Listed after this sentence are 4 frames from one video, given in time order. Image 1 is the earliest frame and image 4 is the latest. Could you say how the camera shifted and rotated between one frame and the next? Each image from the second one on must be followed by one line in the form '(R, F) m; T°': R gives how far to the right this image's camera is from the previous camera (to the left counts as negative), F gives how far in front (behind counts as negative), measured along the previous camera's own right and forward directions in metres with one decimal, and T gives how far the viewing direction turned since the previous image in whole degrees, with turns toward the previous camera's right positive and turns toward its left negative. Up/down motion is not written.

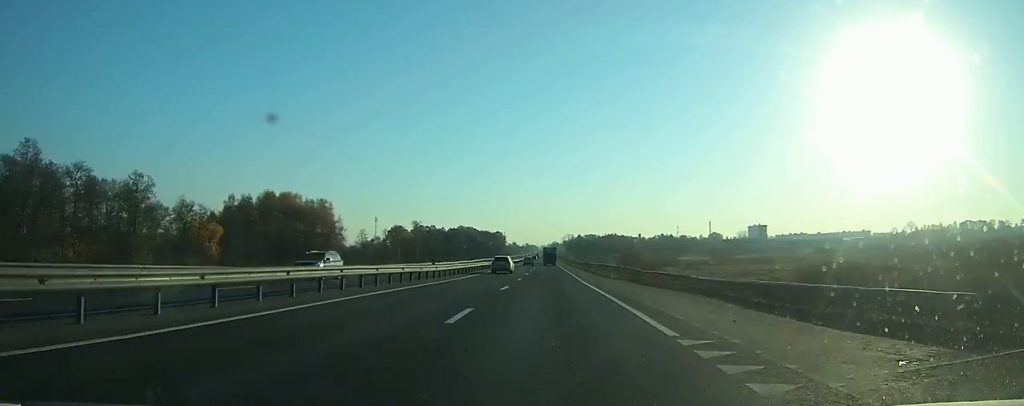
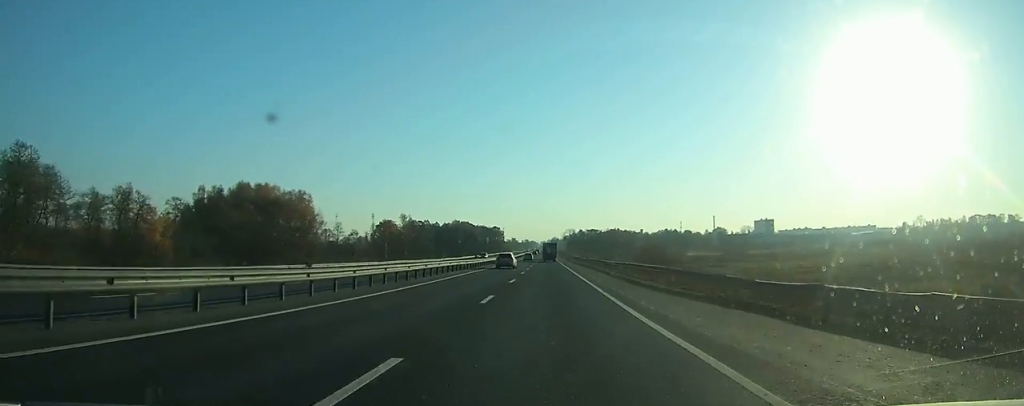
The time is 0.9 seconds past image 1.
(+0.1, +18.4) m; 0°
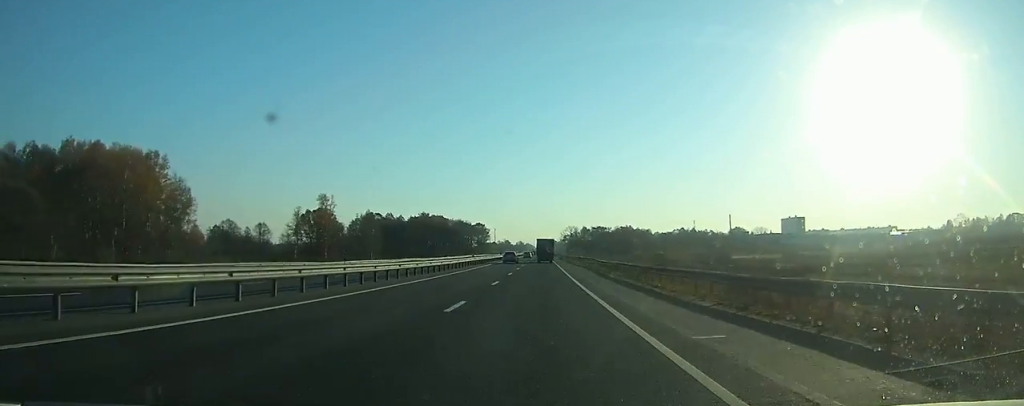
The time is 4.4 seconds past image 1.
(+0.2, +74.9) m; 0°
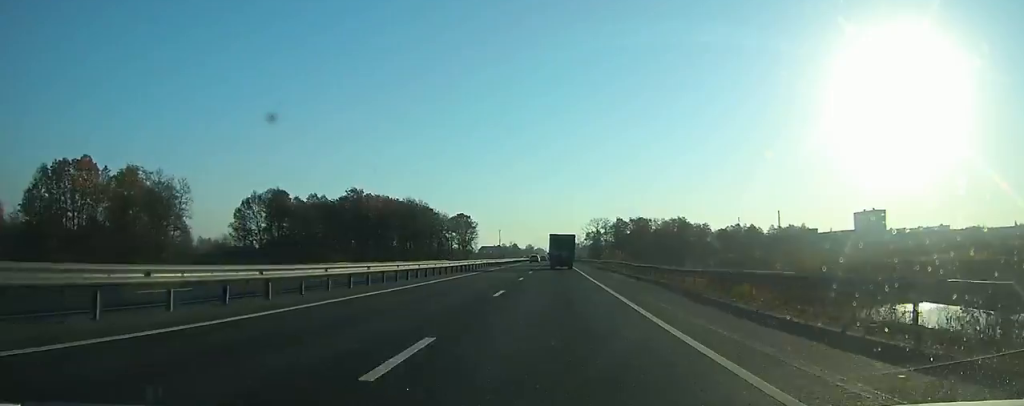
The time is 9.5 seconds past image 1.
(-1.2, +103.4) m; -1°
